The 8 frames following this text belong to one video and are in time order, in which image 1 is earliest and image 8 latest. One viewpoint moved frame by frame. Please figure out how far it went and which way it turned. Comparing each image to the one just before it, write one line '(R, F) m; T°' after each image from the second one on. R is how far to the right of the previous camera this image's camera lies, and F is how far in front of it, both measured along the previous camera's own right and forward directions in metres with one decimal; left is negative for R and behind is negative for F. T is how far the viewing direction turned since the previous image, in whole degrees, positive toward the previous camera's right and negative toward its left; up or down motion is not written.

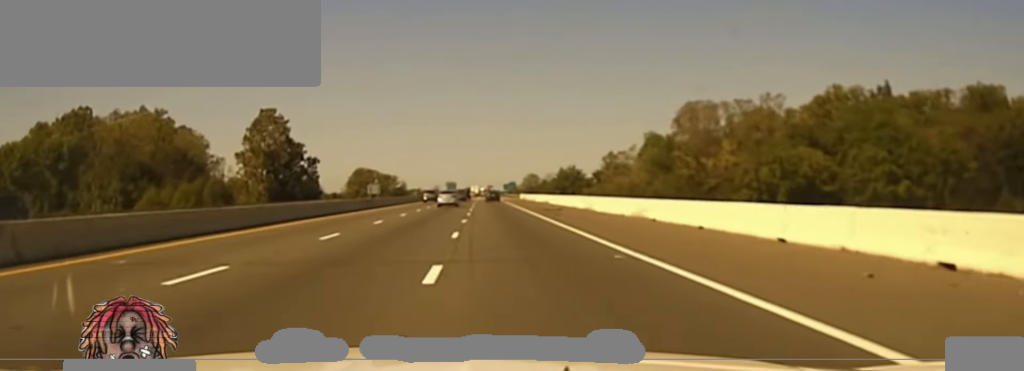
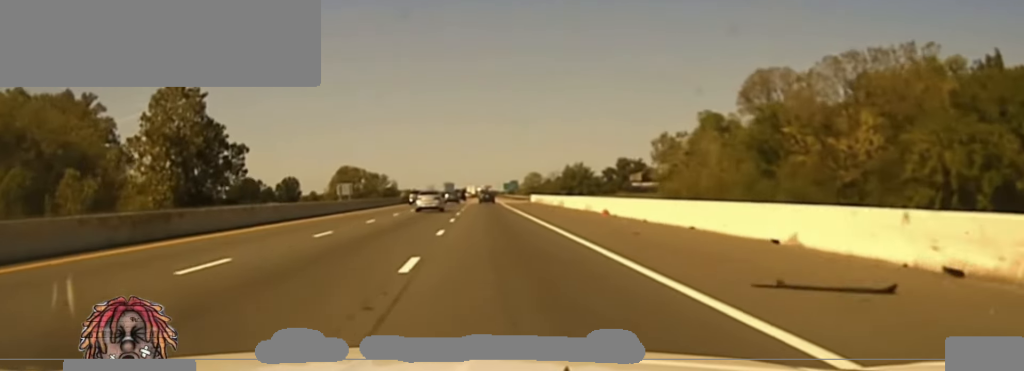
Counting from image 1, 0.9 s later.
(+0.1, +45.2) m; 0°
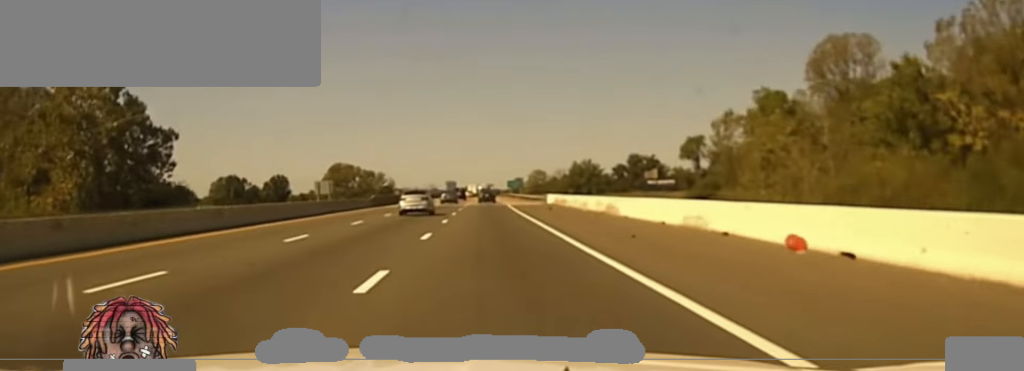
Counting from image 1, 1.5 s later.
(+0.1, +26.5) m; 0°
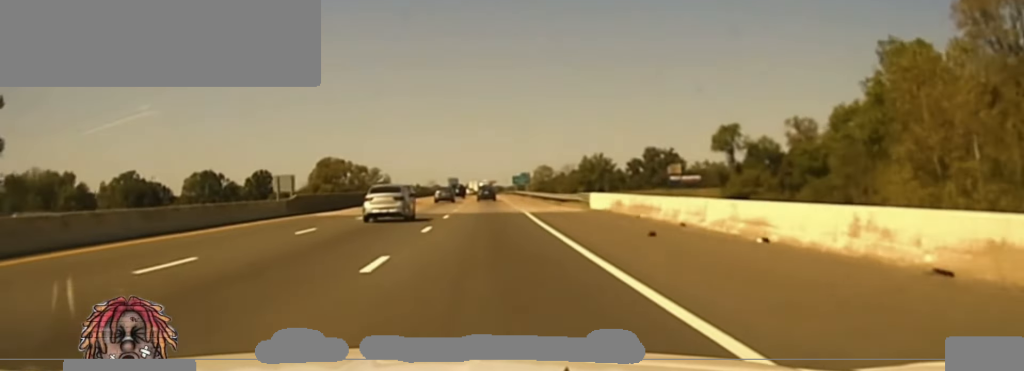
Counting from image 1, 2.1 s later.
(0.0, +34.5) m; 0°
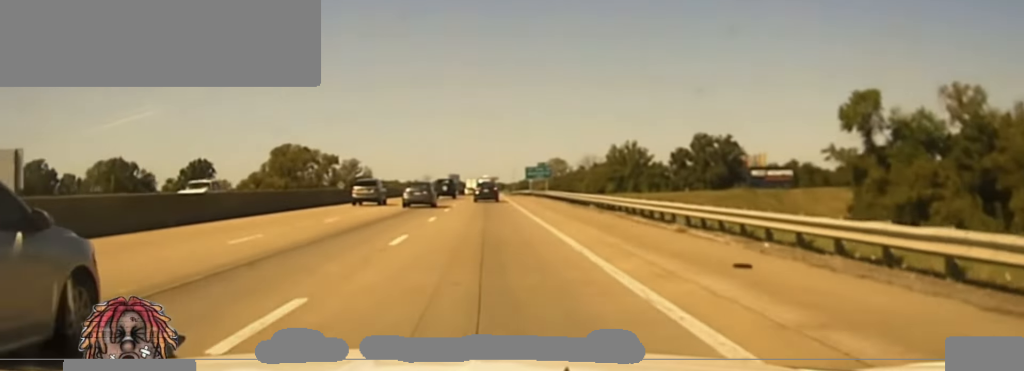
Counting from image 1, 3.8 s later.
(-0.5, +82.0) m; 0°
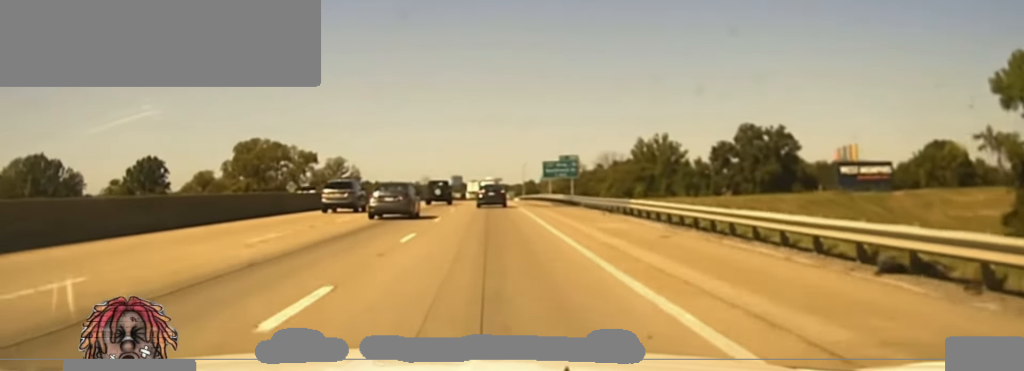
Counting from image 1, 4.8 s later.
(+0.1, +44.9) m; 0°
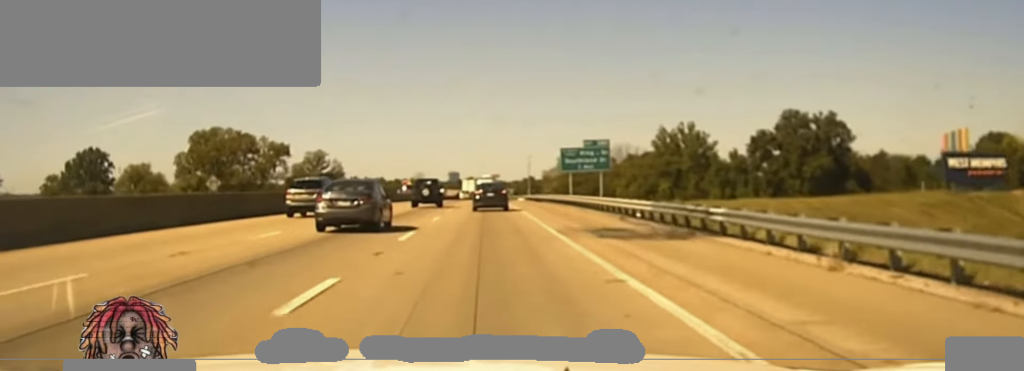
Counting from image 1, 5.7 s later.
(-0.1, +35.7) m; 0°
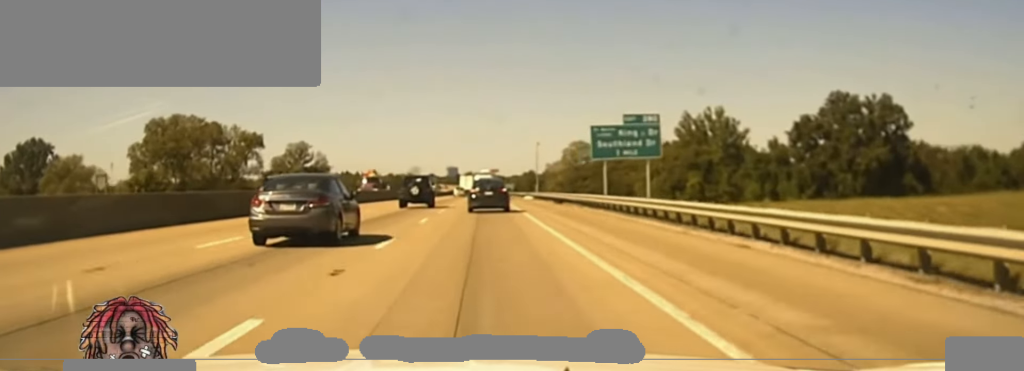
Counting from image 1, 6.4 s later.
(+0.3, +27.0) m; 0°
